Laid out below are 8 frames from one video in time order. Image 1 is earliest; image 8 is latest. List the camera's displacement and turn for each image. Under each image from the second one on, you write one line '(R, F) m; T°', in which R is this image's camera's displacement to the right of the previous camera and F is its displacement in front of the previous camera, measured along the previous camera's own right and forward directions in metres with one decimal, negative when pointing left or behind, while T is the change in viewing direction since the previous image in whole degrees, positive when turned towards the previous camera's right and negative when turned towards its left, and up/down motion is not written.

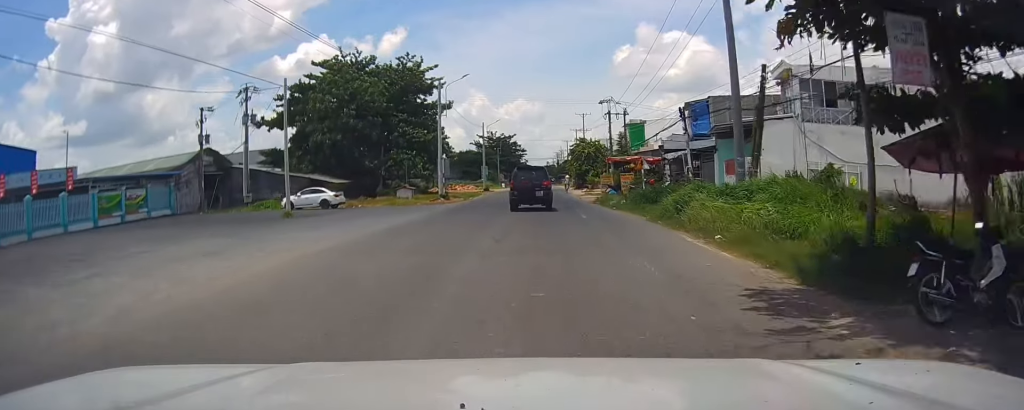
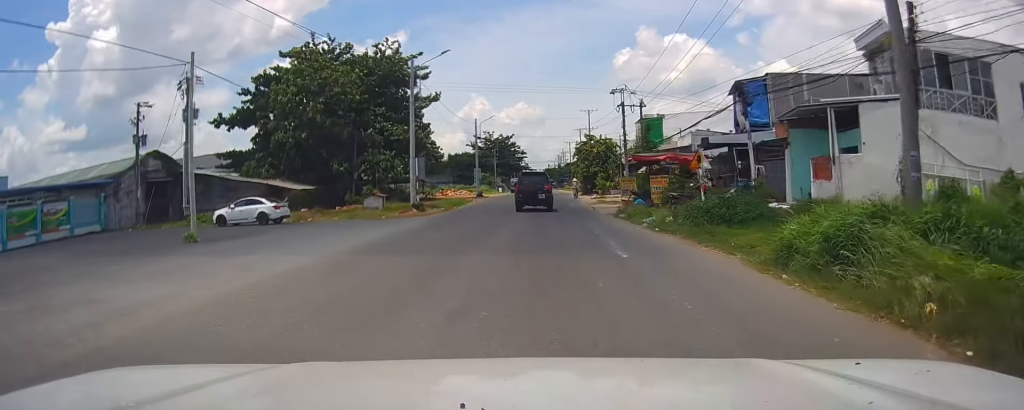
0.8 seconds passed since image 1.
(-0.3, +10.2) m; -1°
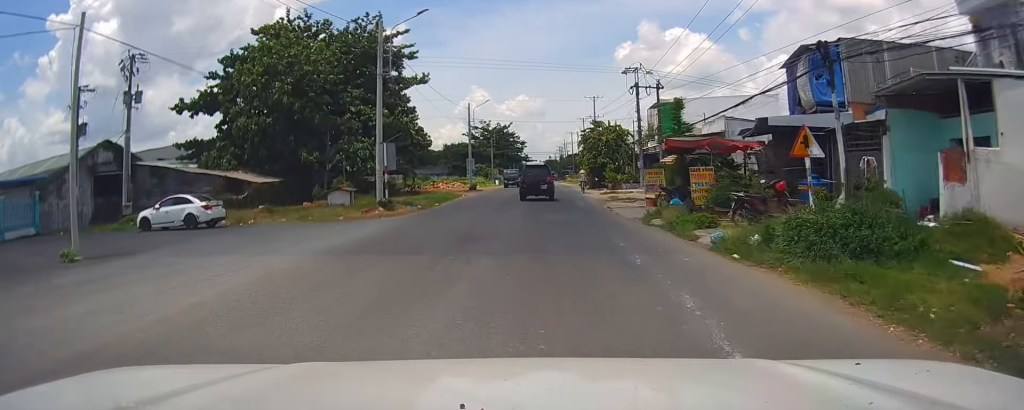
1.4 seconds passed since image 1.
(-0.1, +7.7) m; 0°
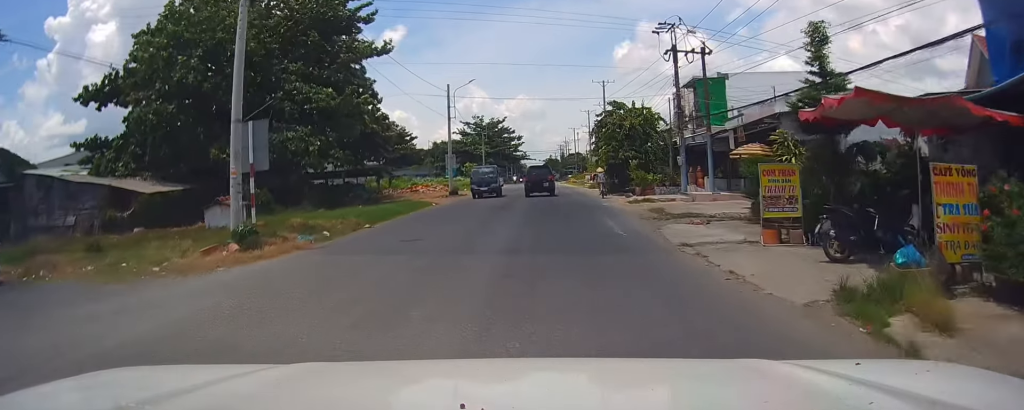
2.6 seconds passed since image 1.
(+0.3, +14.0) m; +1°
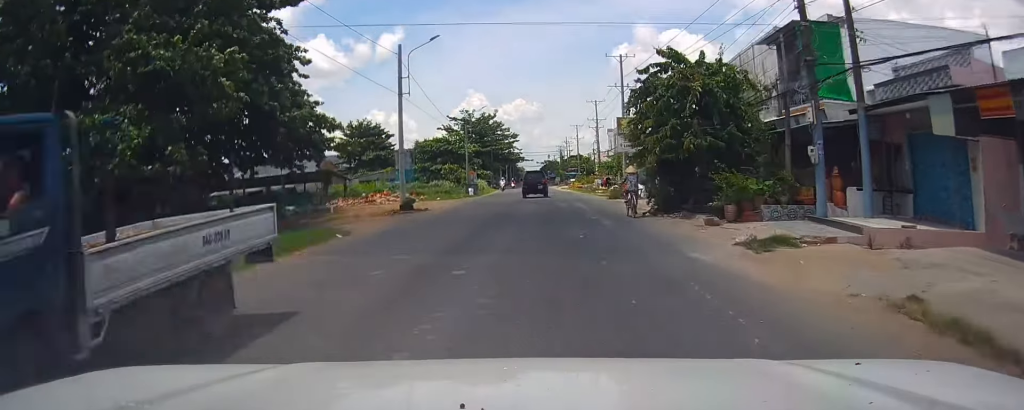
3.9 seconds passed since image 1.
(-0.4, +17.4) m; -1°
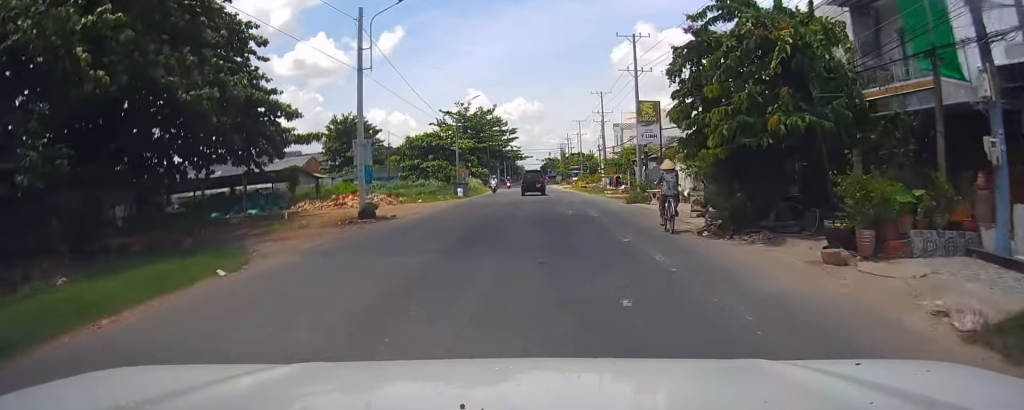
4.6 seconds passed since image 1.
(+0.1, +7.8) m; +1°
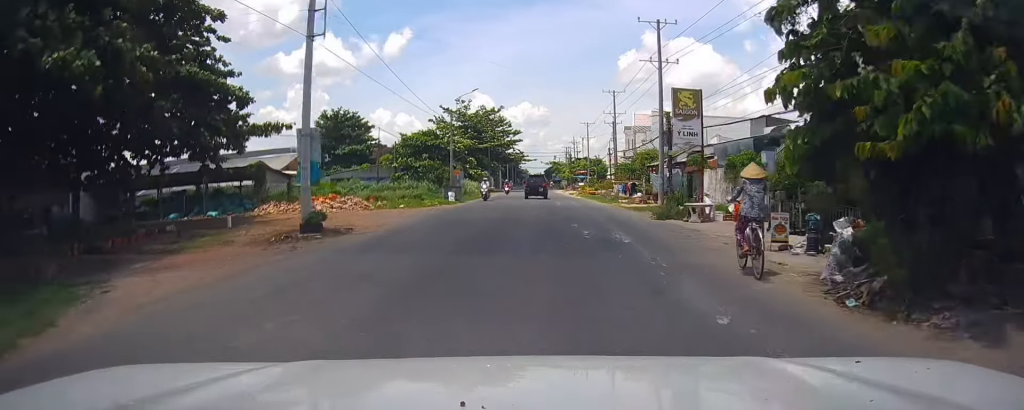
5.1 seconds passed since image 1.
(+0.3, +7.1) m; +1°
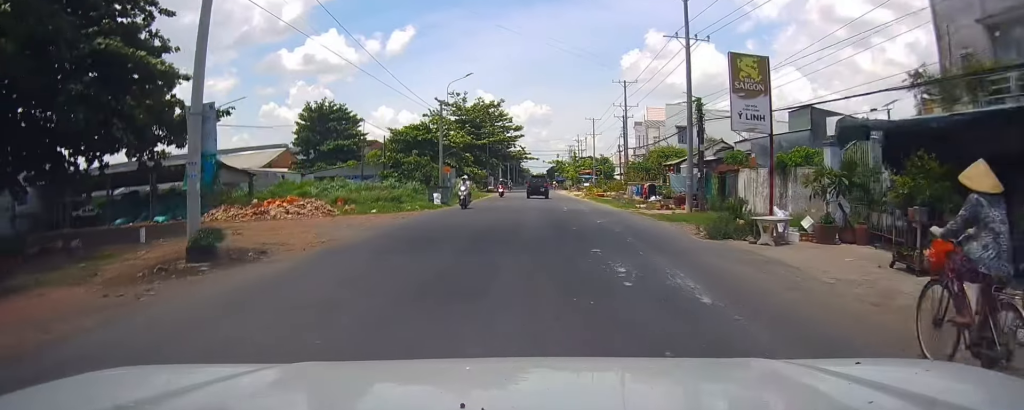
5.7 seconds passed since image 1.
(-0.1, +6.6) m; -1°
